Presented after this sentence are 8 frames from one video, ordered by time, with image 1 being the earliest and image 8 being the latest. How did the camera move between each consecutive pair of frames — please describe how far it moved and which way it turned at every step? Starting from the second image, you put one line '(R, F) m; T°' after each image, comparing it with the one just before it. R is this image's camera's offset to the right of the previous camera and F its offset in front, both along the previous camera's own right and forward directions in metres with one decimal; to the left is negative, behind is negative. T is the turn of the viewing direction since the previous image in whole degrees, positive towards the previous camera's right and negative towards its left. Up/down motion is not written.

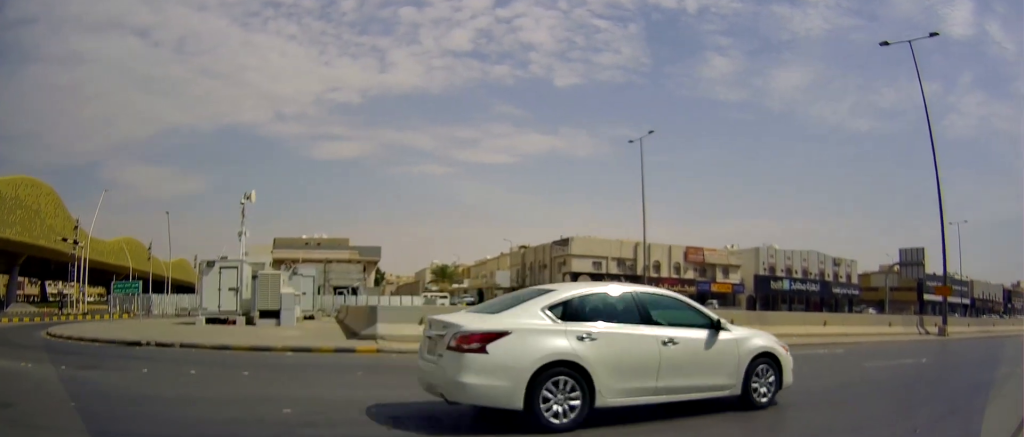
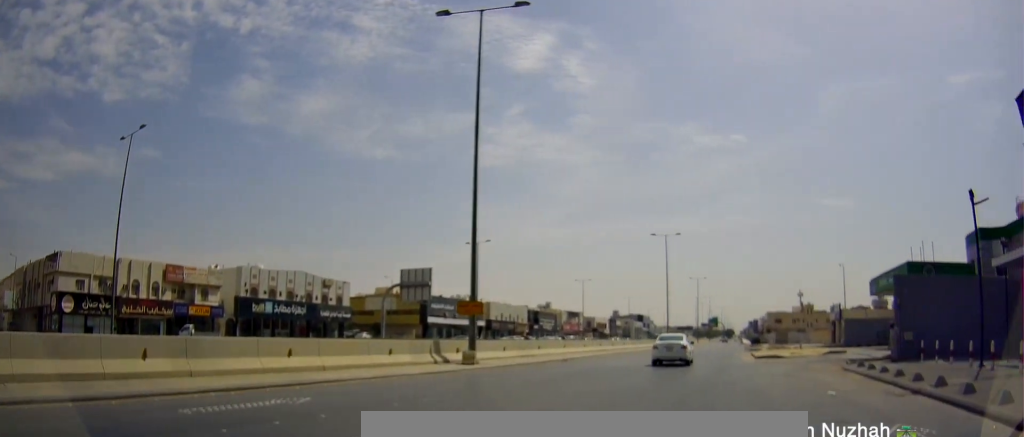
(+3.3, +5.1) m; +48°
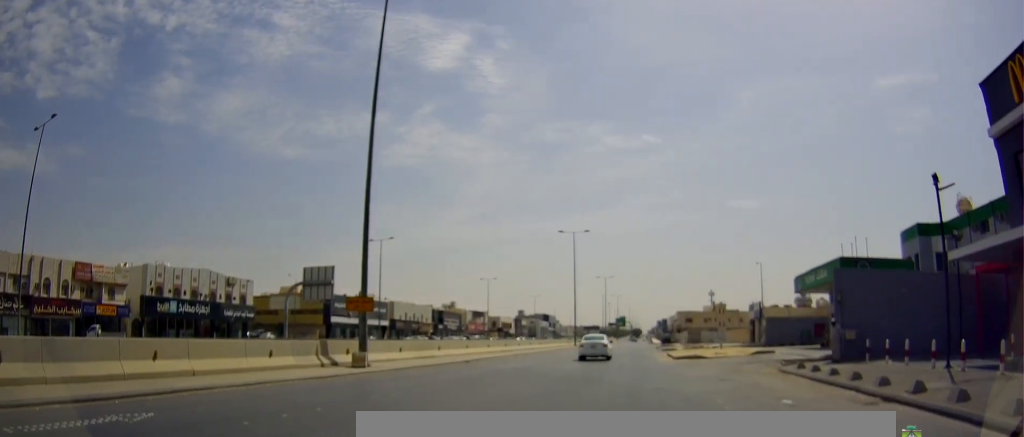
(+0.1, +2.2) m; +6°
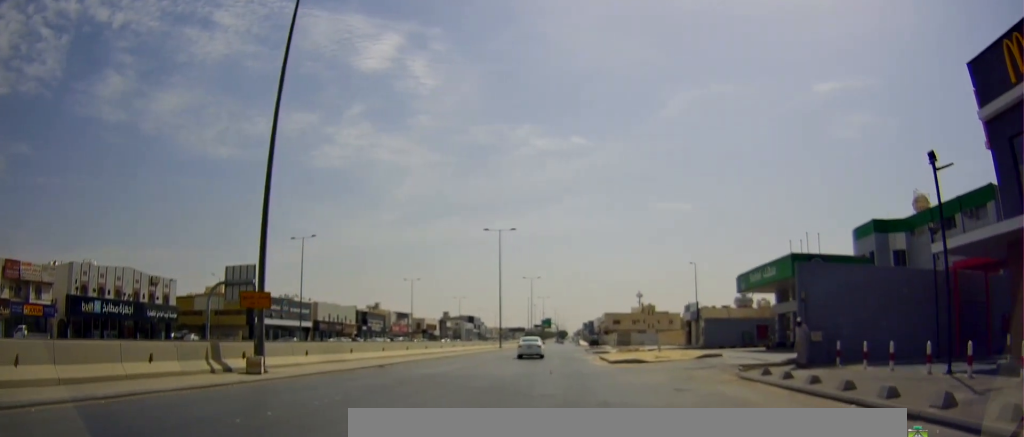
(+0.1, +2.7) m; +6°
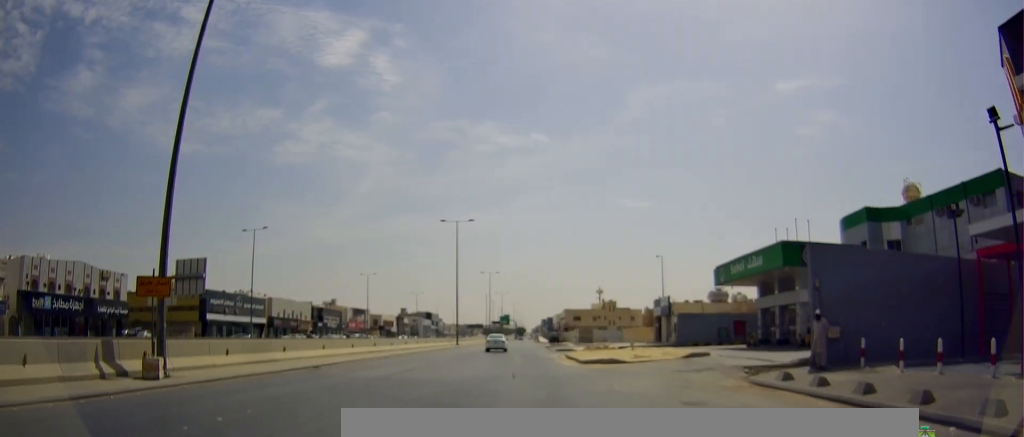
(+0.3, +3.5) m; +7°
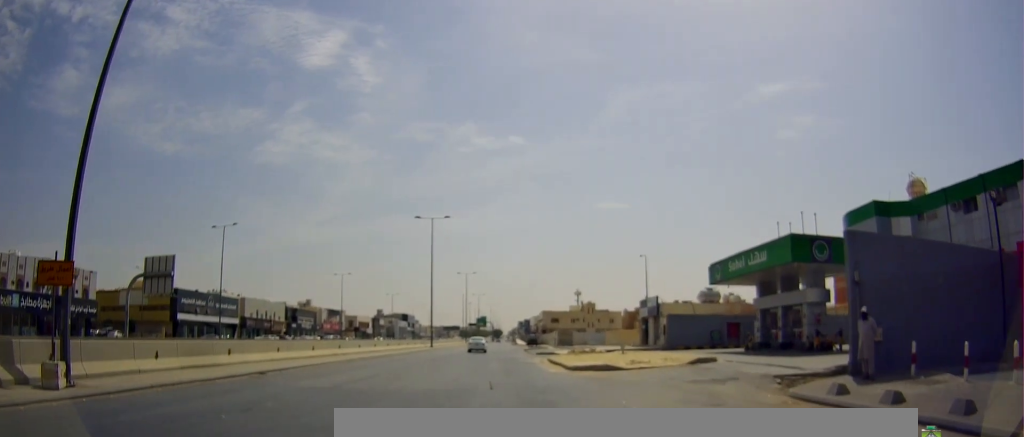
(+0.2, +3.2) m; -2°
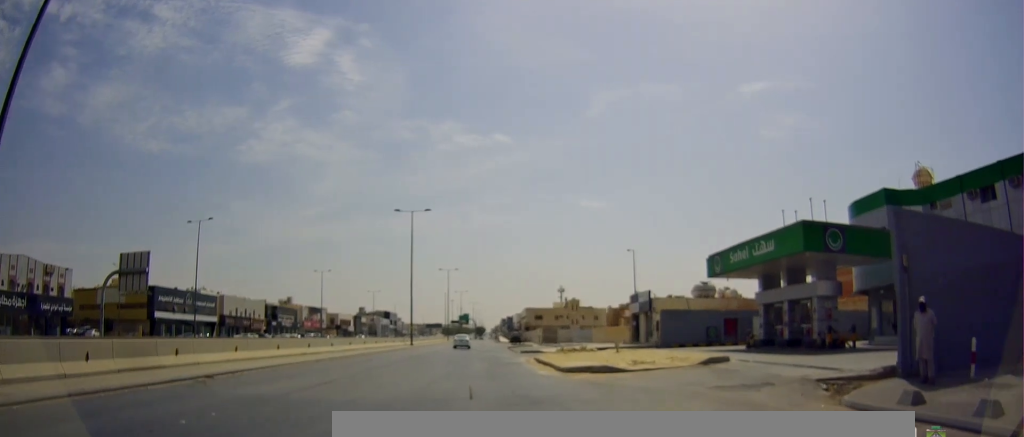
(-0.1, +2.7) m; +1°
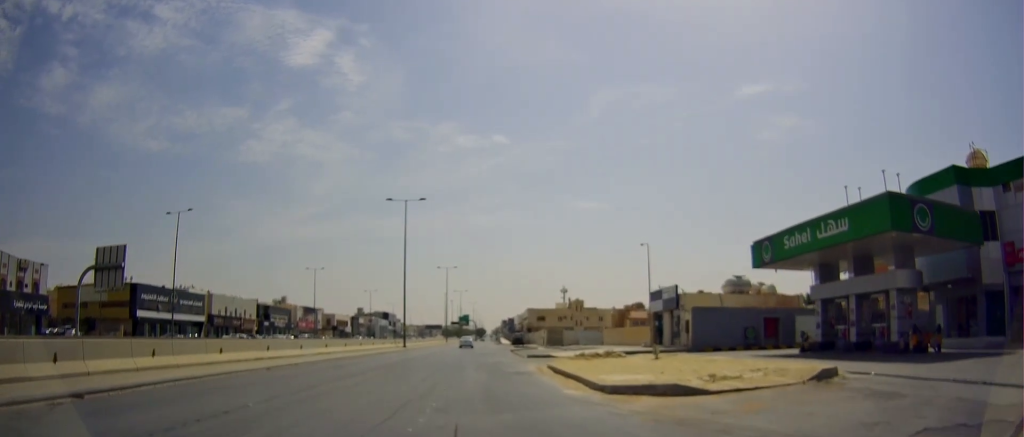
(+0.2, +6.3) m; +5°
